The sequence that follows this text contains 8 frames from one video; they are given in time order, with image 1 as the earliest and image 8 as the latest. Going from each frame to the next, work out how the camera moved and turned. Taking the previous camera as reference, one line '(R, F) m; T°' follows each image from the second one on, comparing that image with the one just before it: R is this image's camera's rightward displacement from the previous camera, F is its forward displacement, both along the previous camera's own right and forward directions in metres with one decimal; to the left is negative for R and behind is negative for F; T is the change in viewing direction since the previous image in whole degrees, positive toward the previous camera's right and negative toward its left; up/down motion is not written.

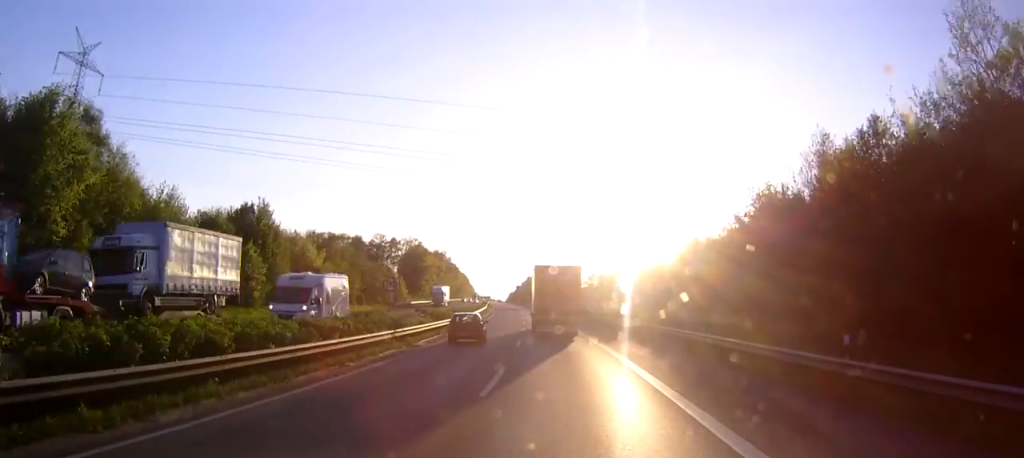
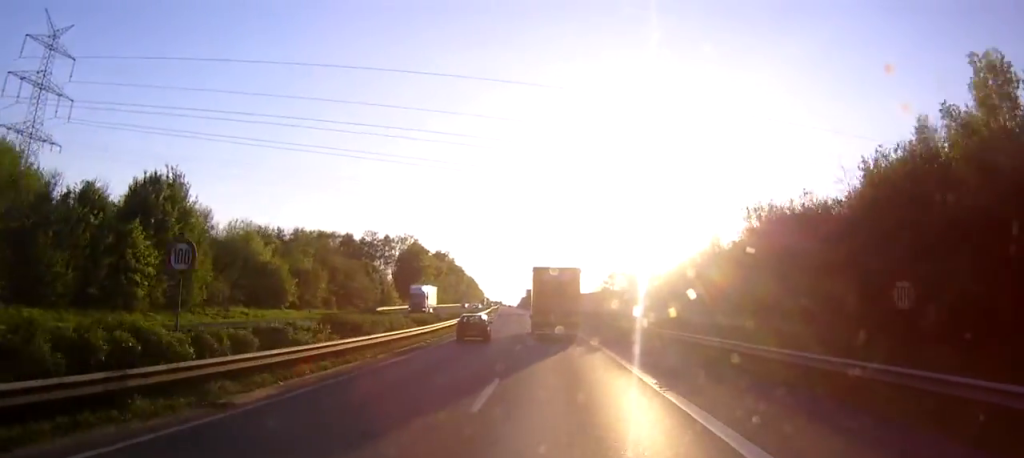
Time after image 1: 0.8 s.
(-0.1, +20.1) m; -1°
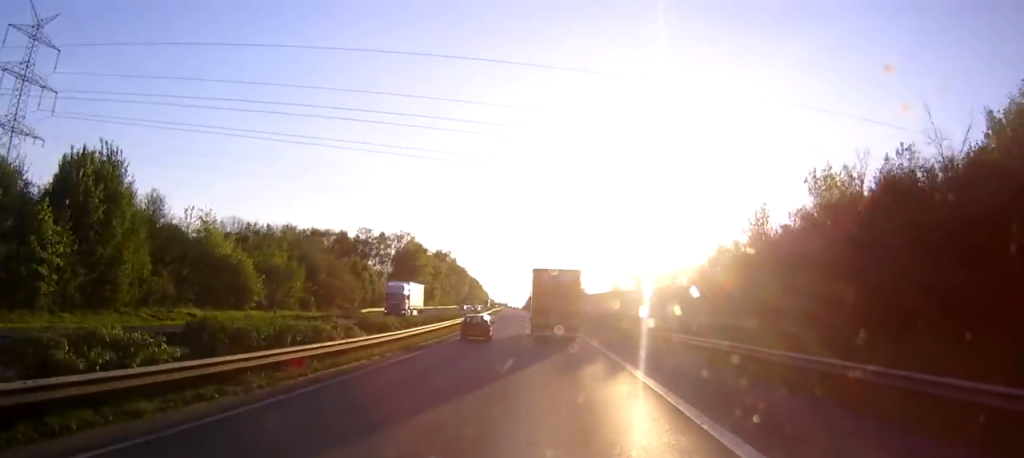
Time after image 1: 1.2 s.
(-0.1, +10.0) m; 0°
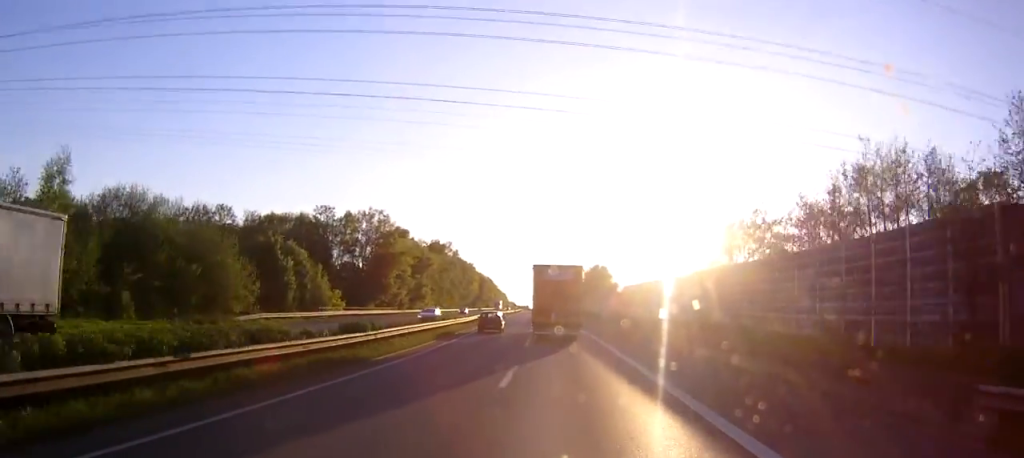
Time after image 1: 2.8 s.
(-0.5, +40.0) m; -1°
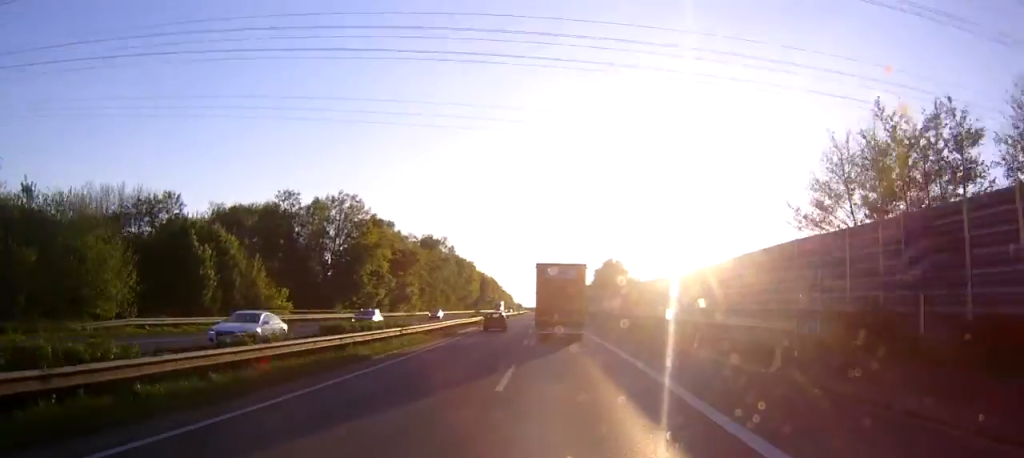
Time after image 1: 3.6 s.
(0.0, +19.1) m; -1°
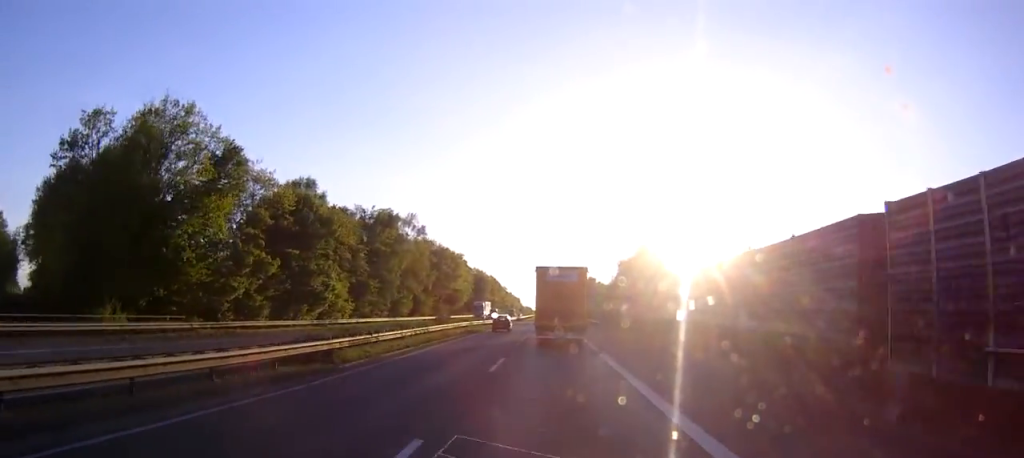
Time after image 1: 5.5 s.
(-0.7, +47.7) m; -1°
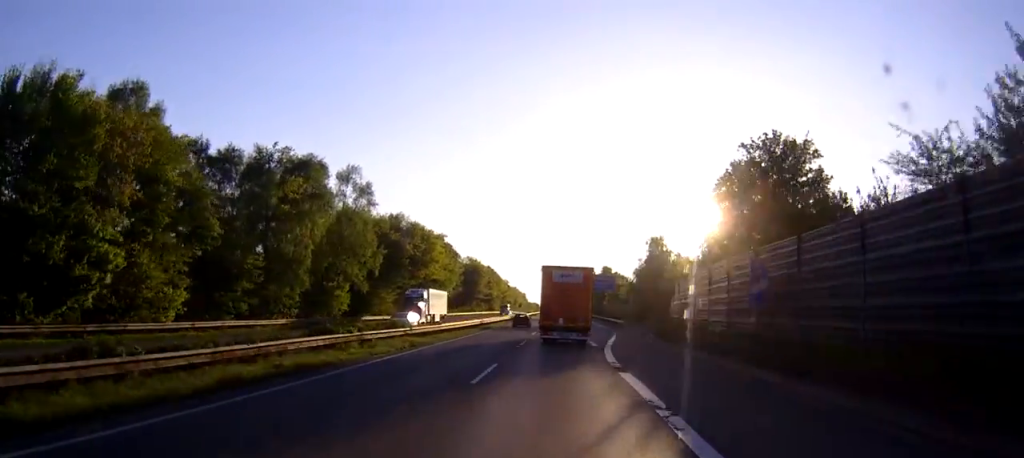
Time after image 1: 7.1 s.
(-0.3, +39.6) m; -1°
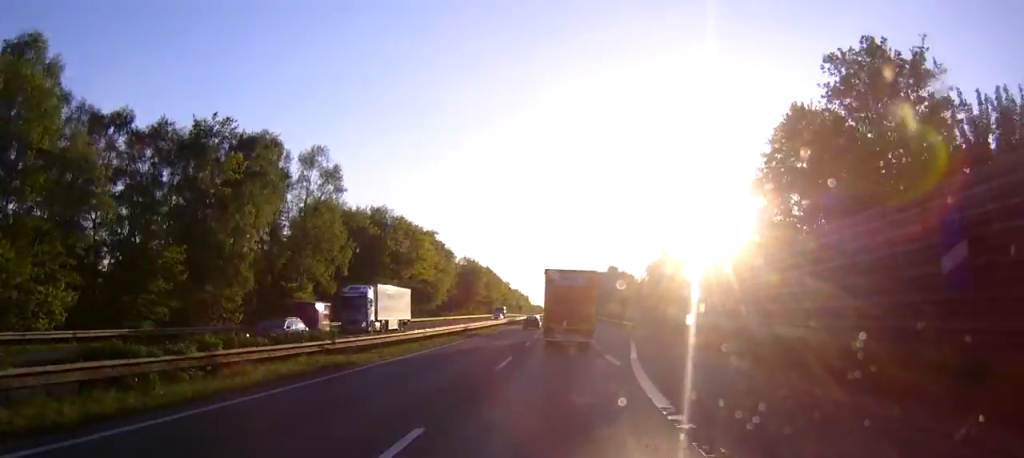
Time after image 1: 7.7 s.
(0.0, +12.9) m; 0°
